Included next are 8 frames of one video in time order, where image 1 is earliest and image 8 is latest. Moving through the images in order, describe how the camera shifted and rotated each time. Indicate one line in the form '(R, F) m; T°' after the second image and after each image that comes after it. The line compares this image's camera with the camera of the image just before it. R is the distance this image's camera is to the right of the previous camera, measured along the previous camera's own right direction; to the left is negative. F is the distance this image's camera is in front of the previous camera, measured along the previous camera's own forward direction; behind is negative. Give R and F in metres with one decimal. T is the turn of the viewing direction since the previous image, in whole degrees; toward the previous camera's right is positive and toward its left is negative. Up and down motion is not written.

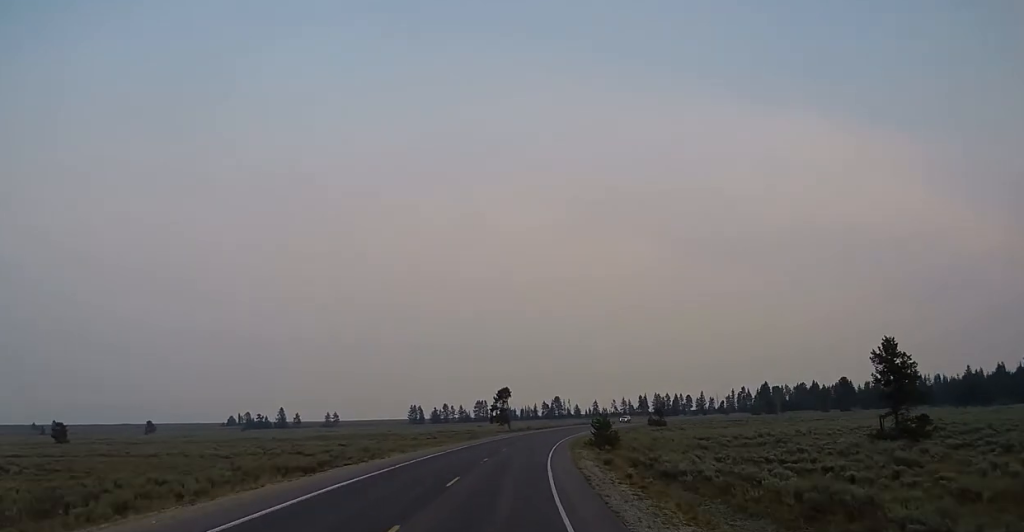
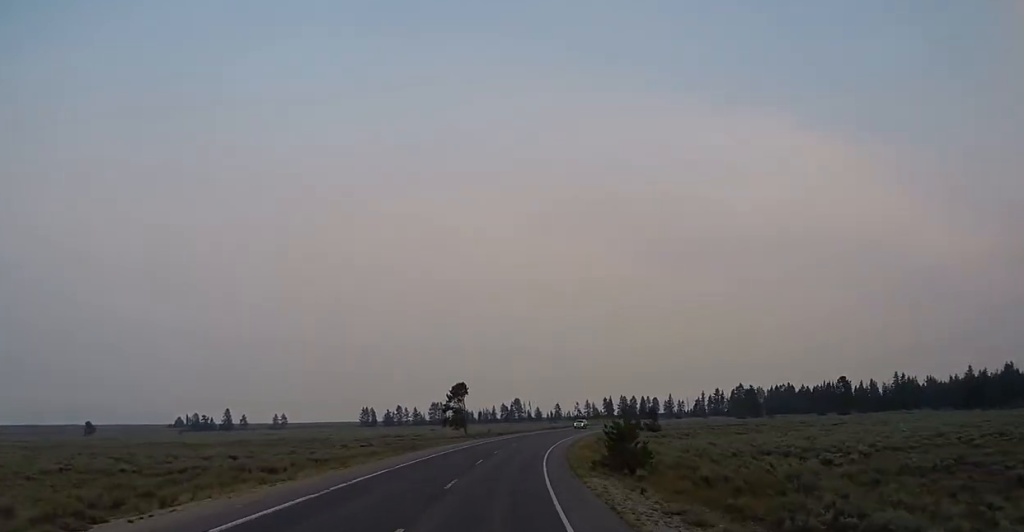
(+1.0, +24.3) m; +4°
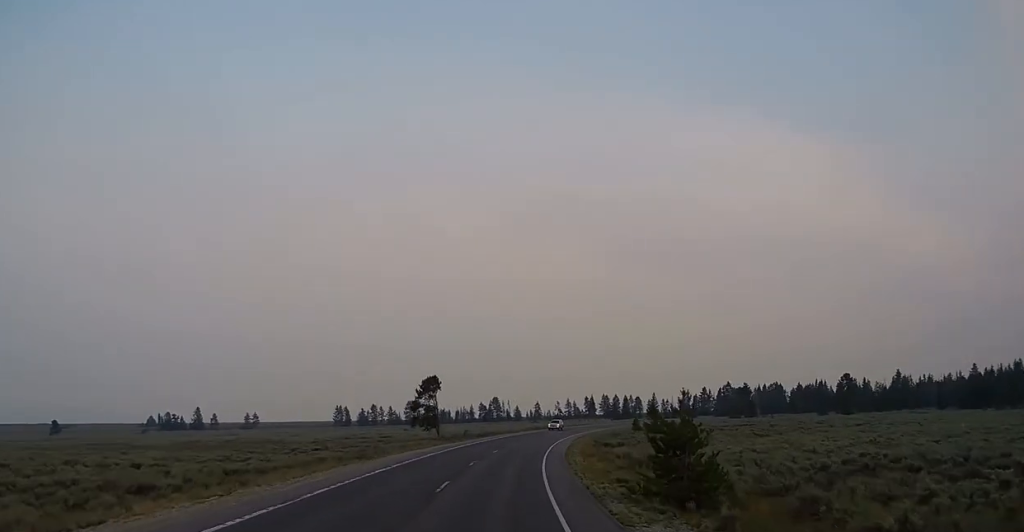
(+0.3, +14.5) m; +1°
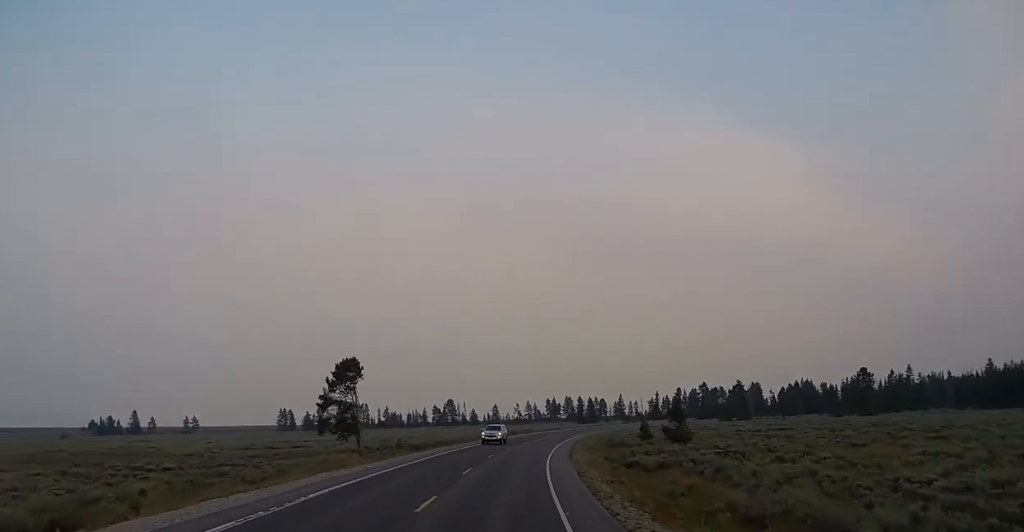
(+0.7, +28.9) m; +3°
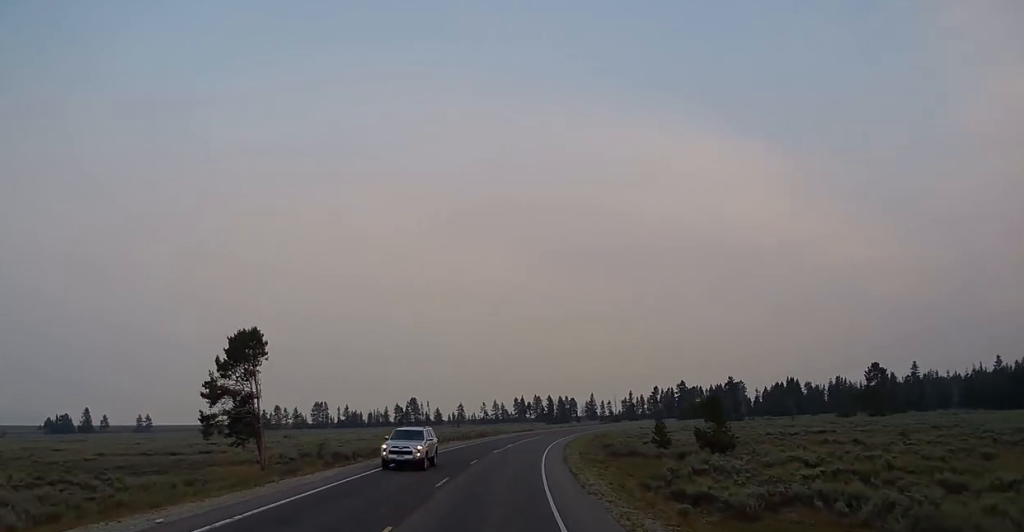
(+0.3, +17.6) m; +3°
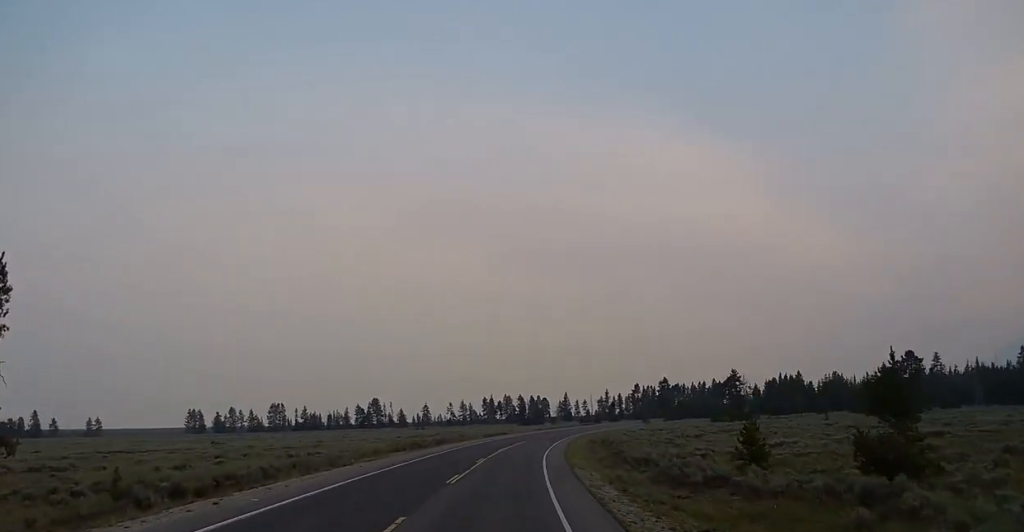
(+0.9, +22.1) m; +4°
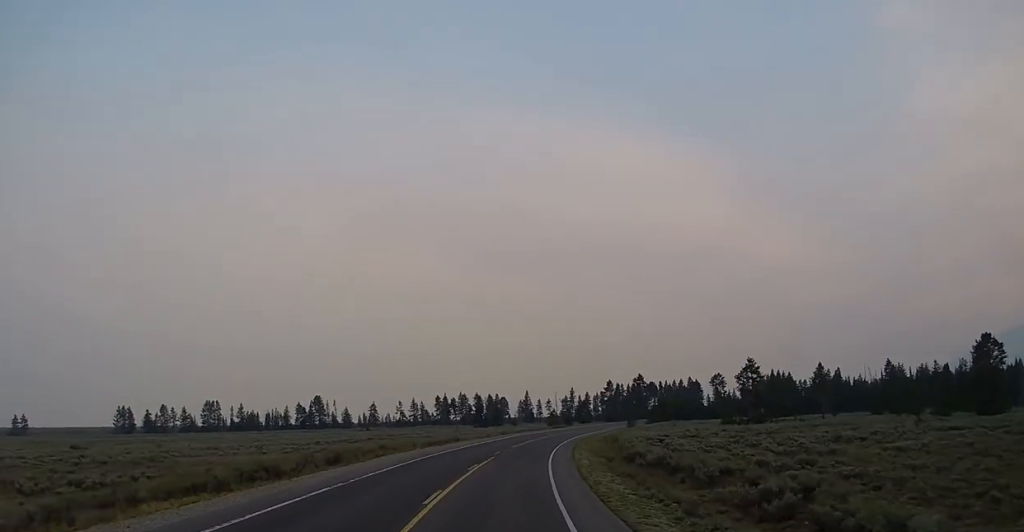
(+0.8, +32.0) m; +3°
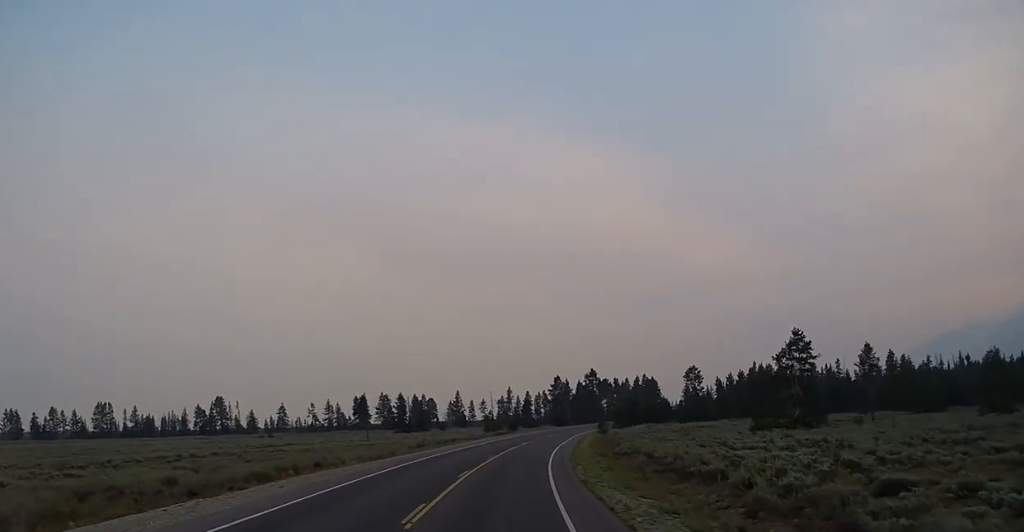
(+2.2, +39.0) m; +6°
